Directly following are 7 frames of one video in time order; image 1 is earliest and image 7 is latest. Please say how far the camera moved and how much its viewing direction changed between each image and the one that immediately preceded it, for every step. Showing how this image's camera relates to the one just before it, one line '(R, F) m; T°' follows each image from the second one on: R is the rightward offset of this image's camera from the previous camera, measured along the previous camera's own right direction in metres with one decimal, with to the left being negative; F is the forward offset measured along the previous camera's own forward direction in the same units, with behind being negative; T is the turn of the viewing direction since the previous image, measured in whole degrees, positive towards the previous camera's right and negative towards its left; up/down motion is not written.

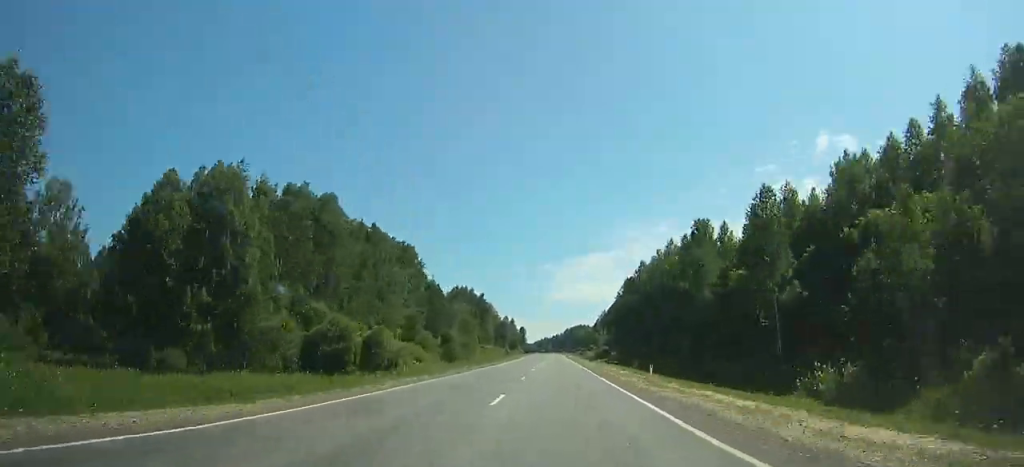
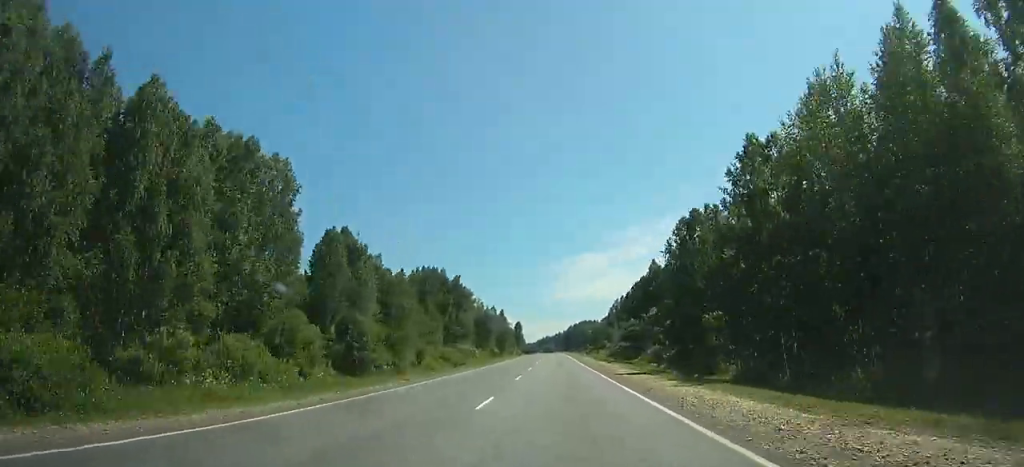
(-1.2, +50.6) m; -1°
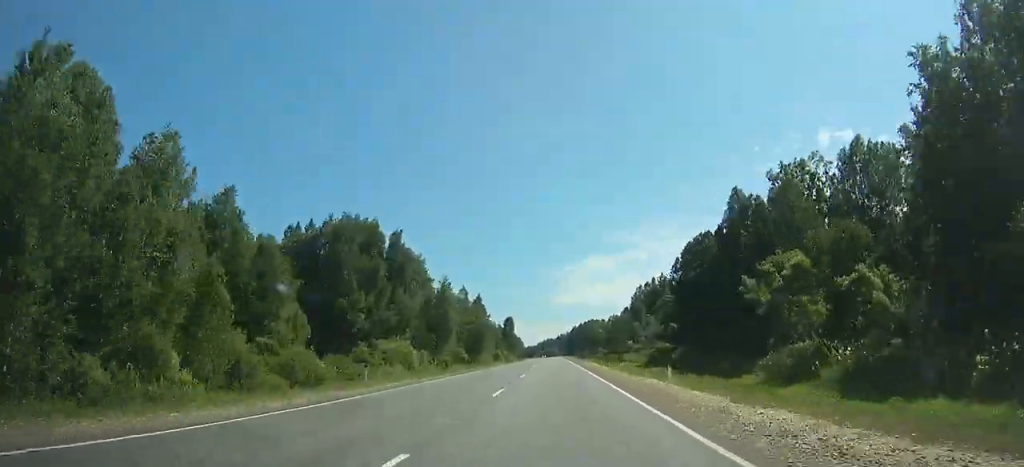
(-1.7, +59.3) m; -1°
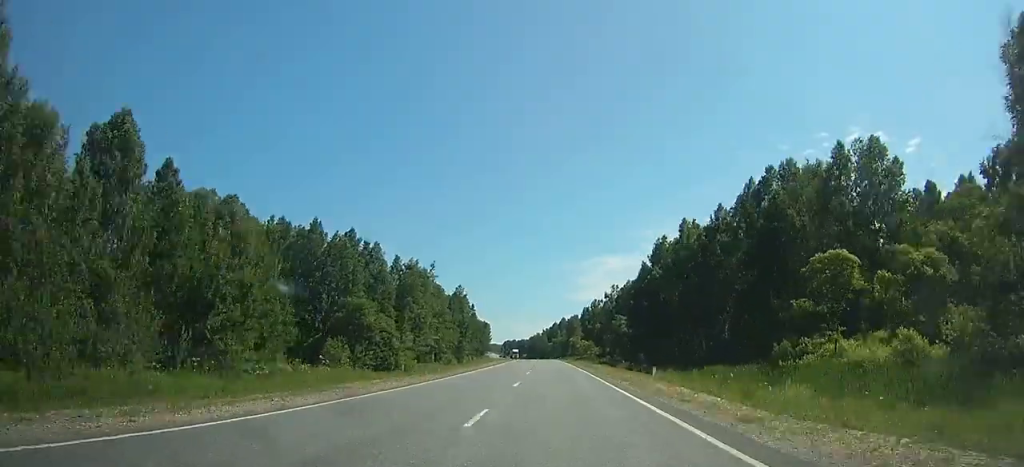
(+1.1, +306.7) m; -1°
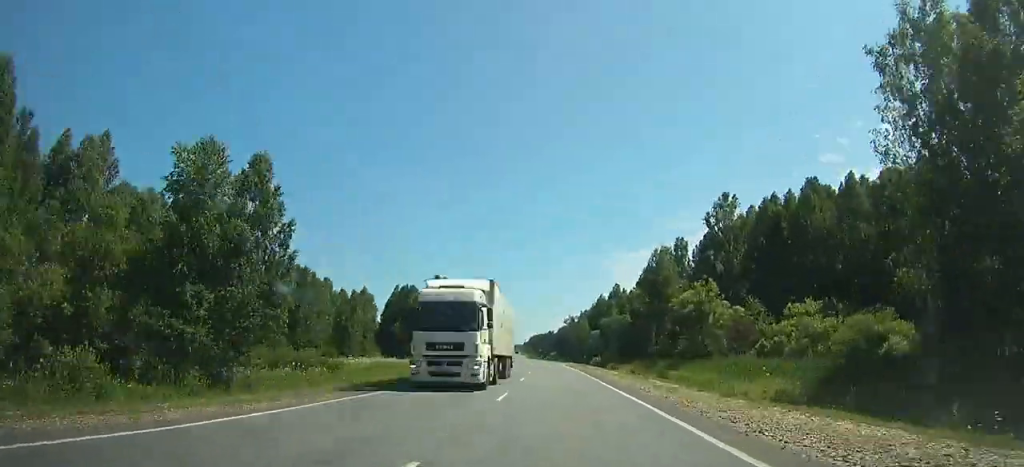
(-2.9, +128.8) m; -3°
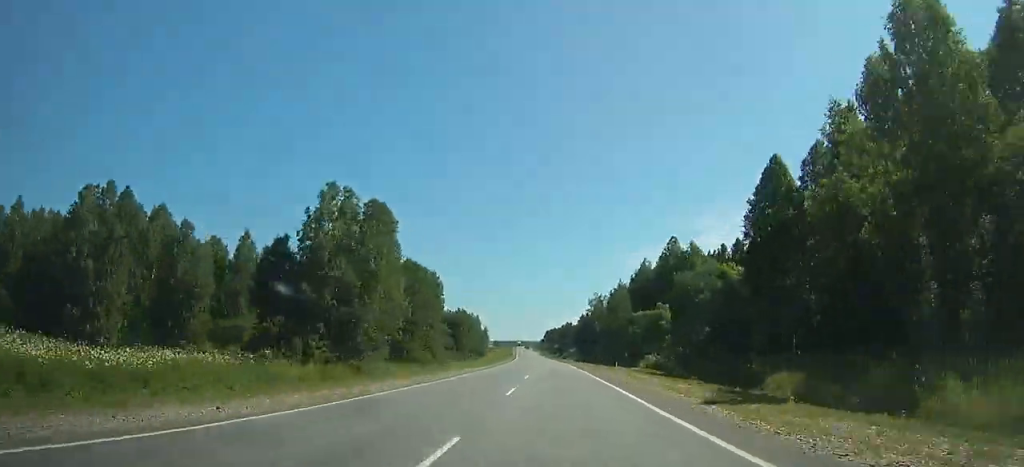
(-0.5, +58.0) m; -2°
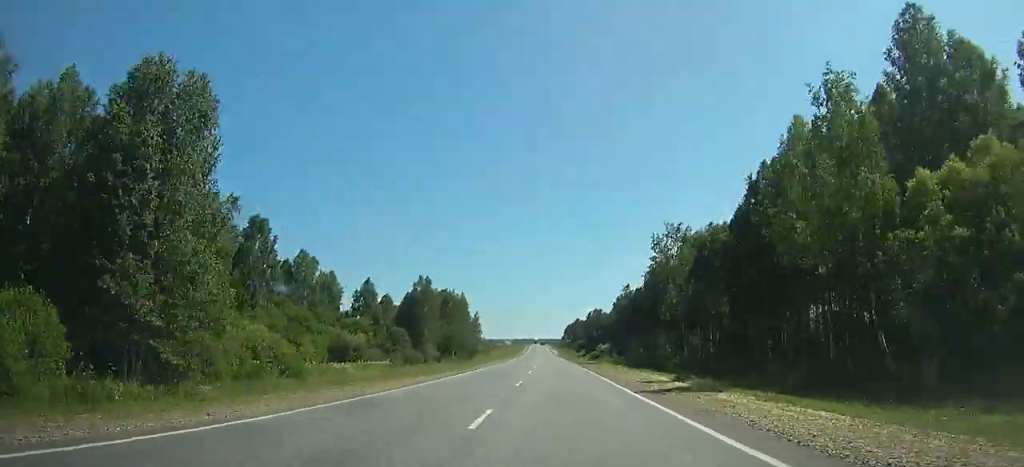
(-1.7, +68.0) m; -2°
